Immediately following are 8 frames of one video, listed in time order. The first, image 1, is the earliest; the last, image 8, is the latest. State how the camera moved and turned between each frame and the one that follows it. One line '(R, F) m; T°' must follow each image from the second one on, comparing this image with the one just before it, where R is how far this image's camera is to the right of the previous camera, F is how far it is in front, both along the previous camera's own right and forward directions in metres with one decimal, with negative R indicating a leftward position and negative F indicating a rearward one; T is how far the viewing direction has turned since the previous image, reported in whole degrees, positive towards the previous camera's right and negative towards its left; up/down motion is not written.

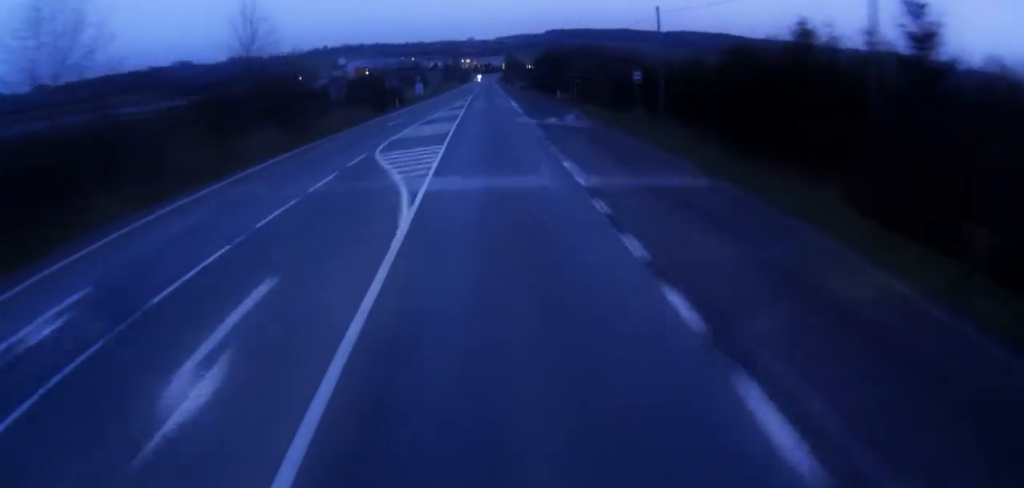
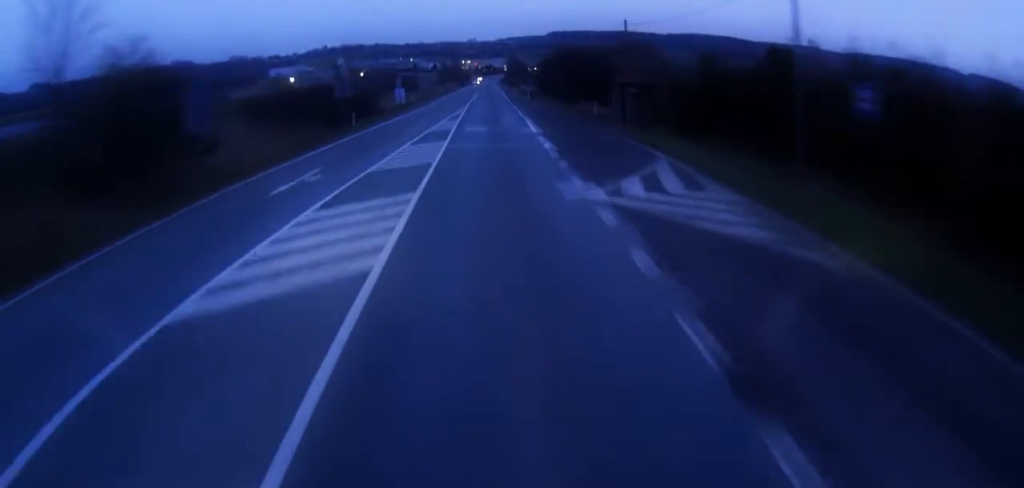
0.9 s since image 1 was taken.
(-0.2, +22.3) m; -1°
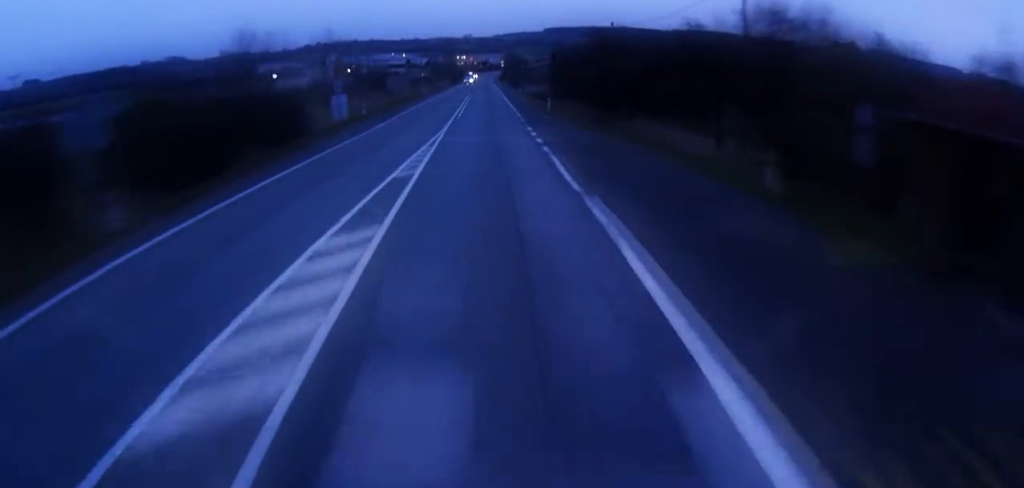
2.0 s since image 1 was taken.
(-0.3, +29.2) m; 0°
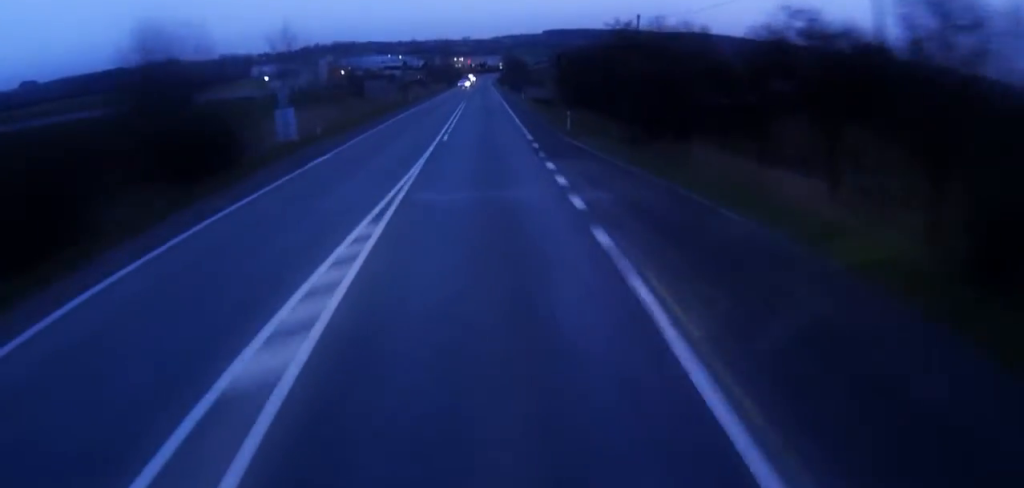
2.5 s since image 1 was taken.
(0.0, +12.1) m; 0°
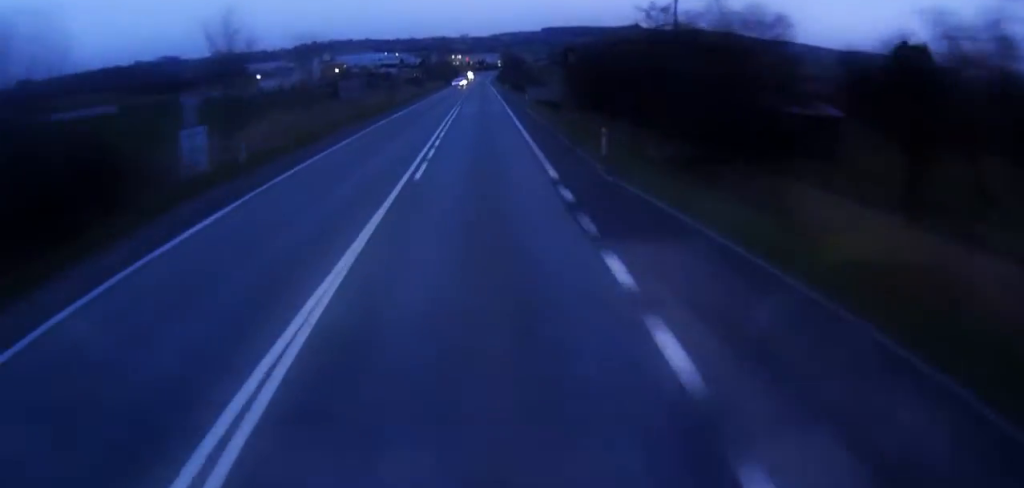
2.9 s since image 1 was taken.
(0.0, +11.3) m; 0°
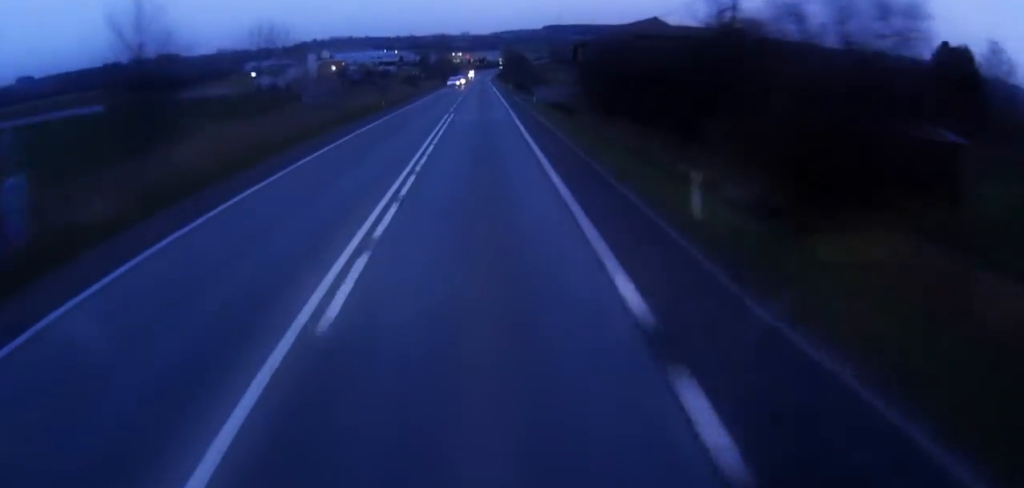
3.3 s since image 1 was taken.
(0.0, +10.4) m; 0°
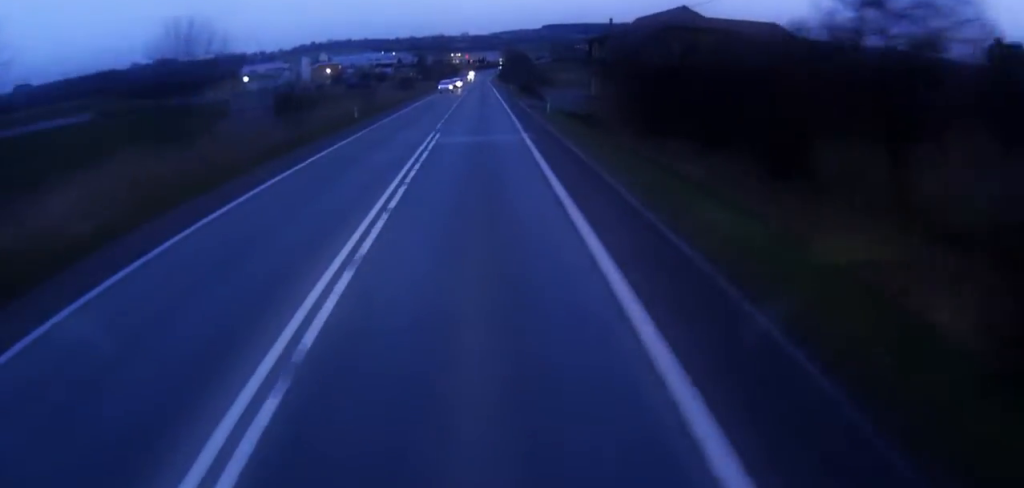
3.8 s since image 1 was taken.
(+0.1, +12.3) m; 0°
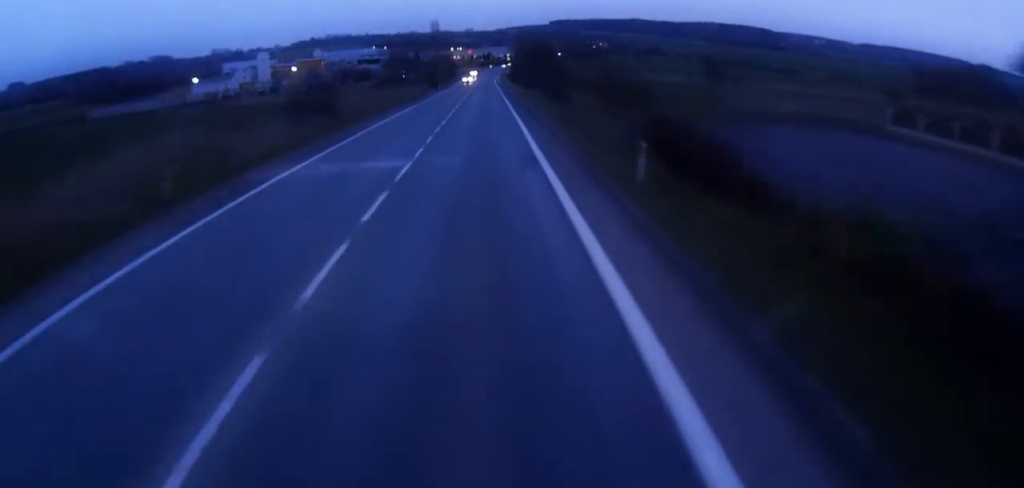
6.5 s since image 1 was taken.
(+0.9, +72.1) m; +2°
